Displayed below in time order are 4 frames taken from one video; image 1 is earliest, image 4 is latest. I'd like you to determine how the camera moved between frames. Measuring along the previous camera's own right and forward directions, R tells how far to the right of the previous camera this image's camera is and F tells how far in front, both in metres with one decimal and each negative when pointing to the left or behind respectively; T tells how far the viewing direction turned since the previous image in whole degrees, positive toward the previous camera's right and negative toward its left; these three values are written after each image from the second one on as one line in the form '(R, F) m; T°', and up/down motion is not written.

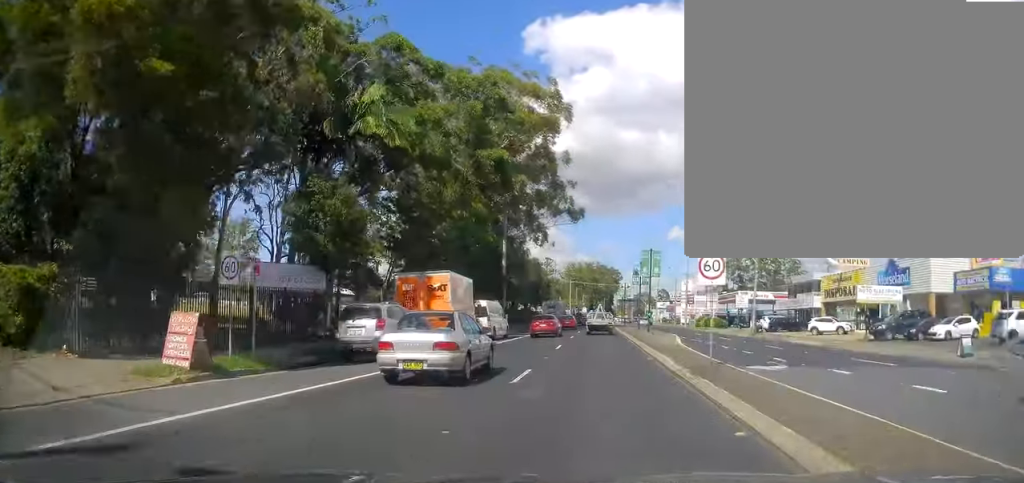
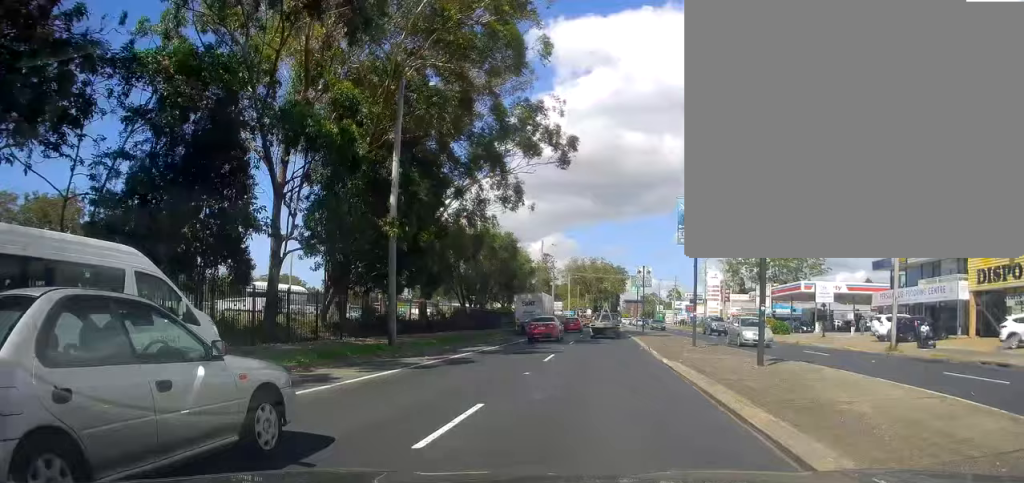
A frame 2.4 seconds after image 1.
(+1.6, +30.4) m; +4°
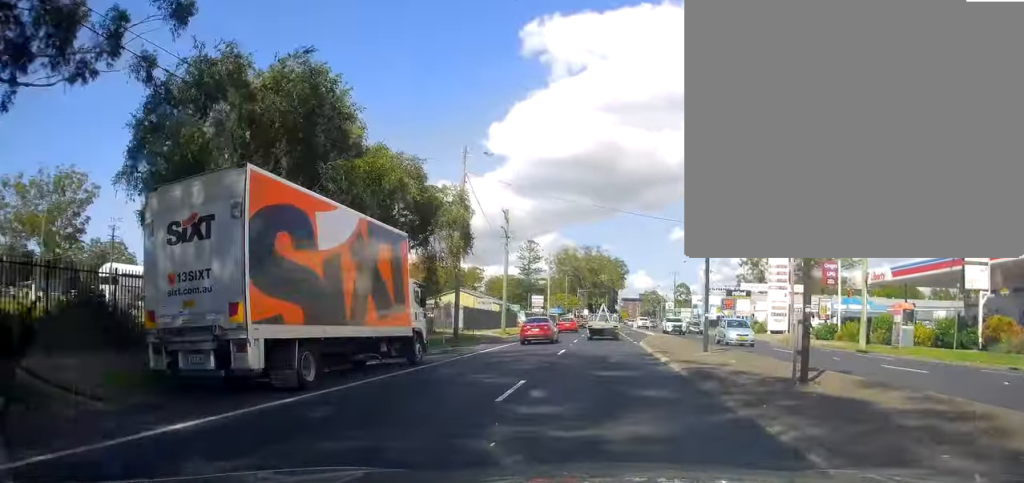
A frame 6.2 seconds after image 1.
(-1.6, +44.5) m; -3°
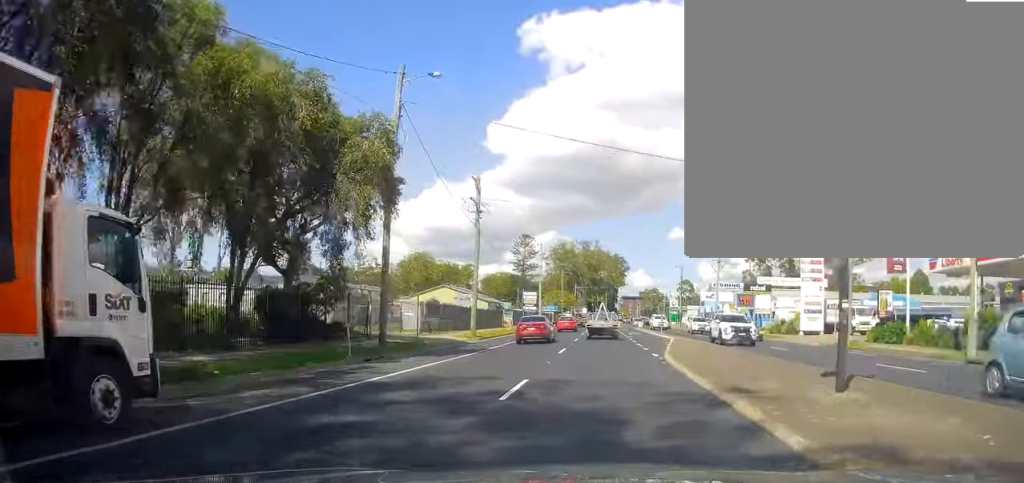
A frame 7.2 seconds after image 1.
(+0.3, +11.5) m; +2°
